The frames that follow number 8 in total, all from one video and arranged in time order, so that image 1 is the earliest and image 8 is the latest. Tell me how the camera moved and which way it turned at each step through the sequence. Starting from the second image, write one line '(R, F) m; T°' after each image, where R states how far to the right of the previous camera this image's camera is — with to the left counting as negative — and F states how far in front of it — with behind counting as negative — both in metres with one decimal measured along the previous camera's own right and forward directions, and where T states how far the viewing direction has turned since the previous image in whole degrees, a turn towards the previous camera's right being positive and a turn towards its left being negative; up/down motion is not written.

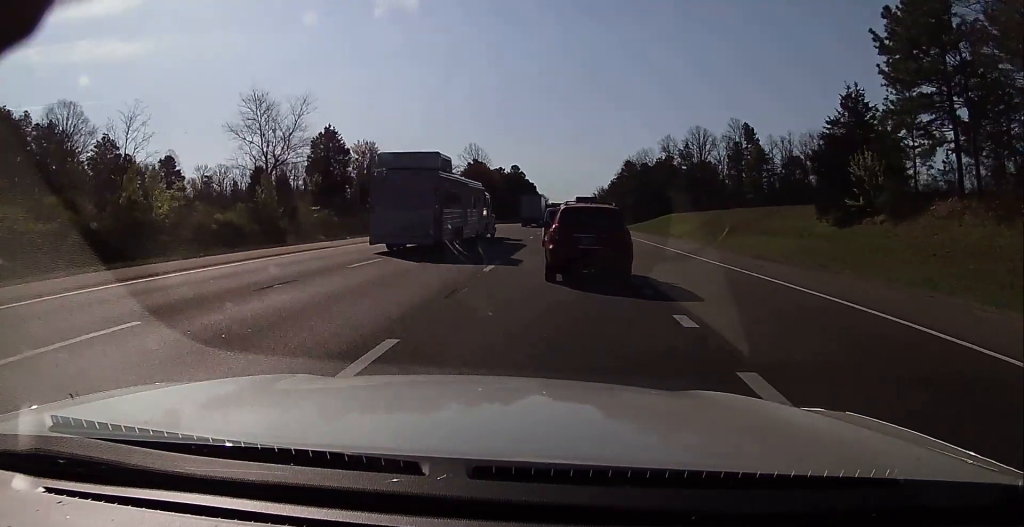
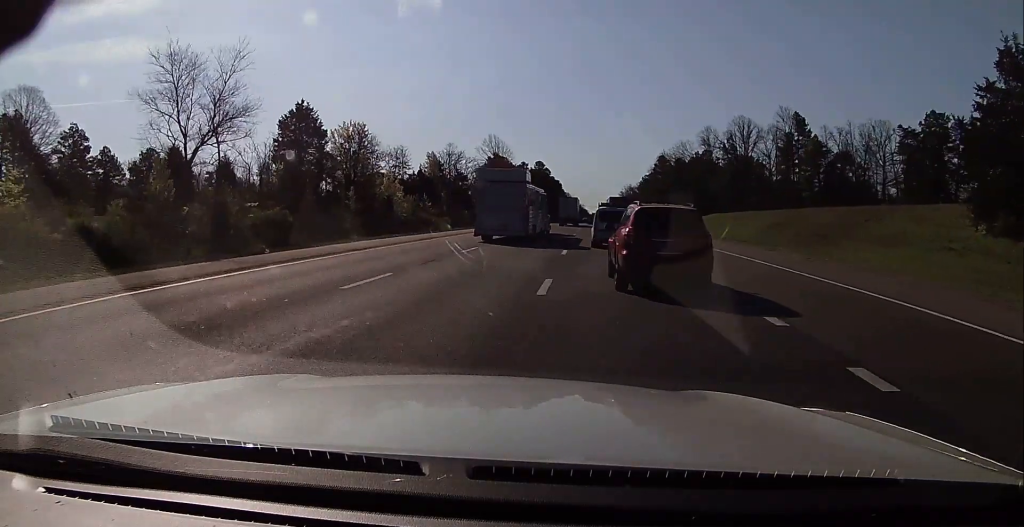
(-0.4, +16.2) m; 0°
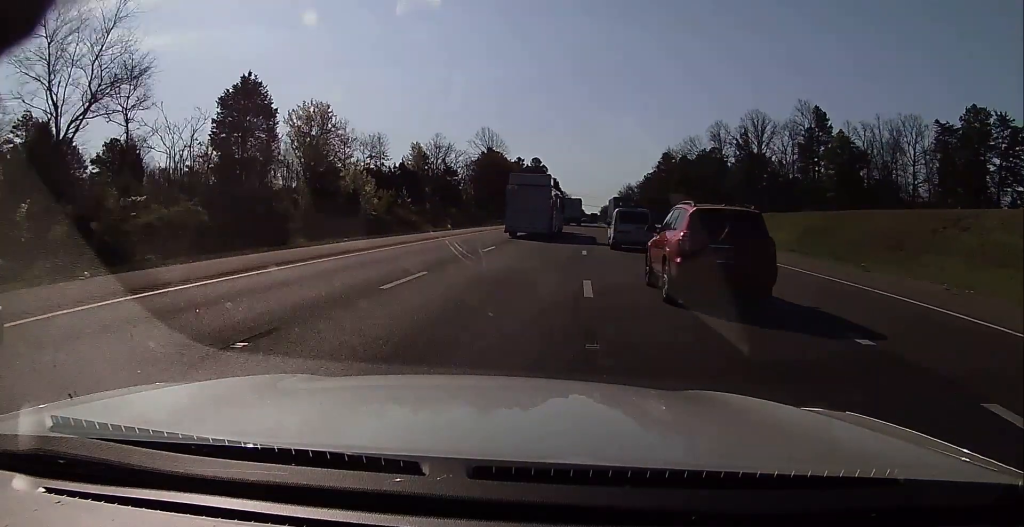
(0.0, +11.3) m; +1°
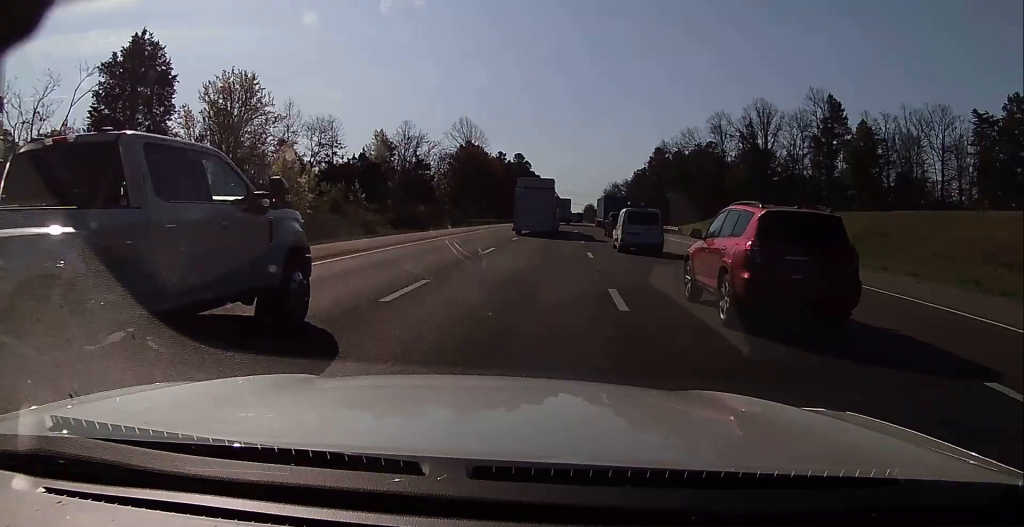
(+0.3, +12.7) m; +1°
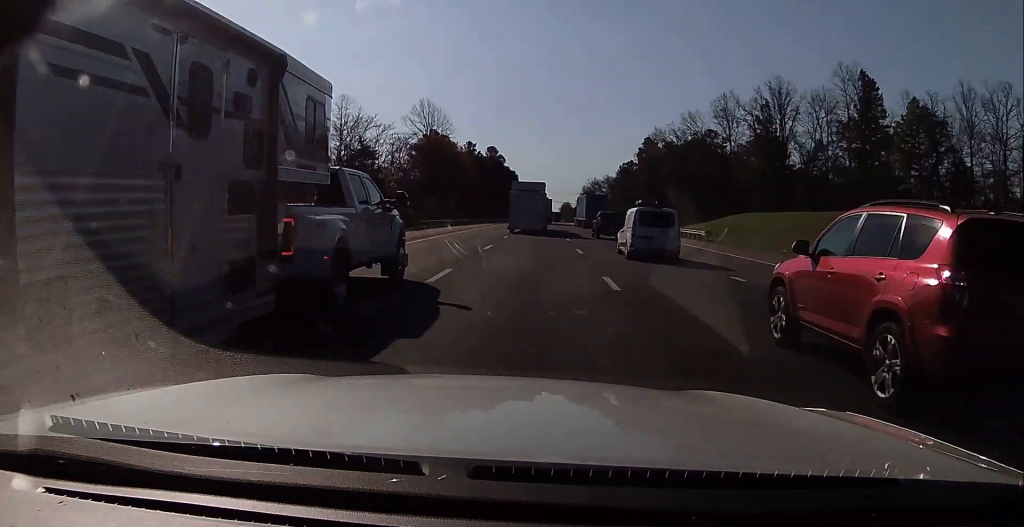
(0.0, +20.2) m; 0°
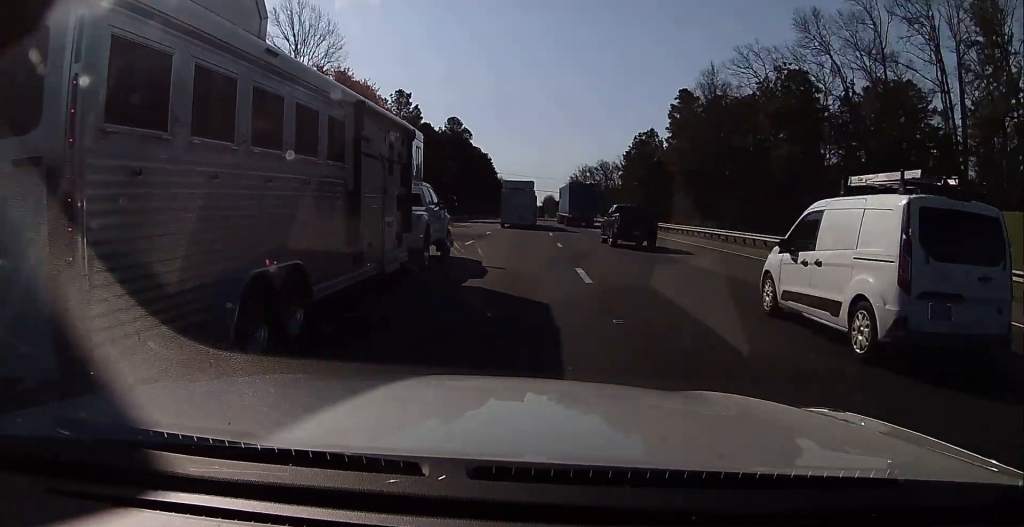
(+1.5, +56.9) m; +3°
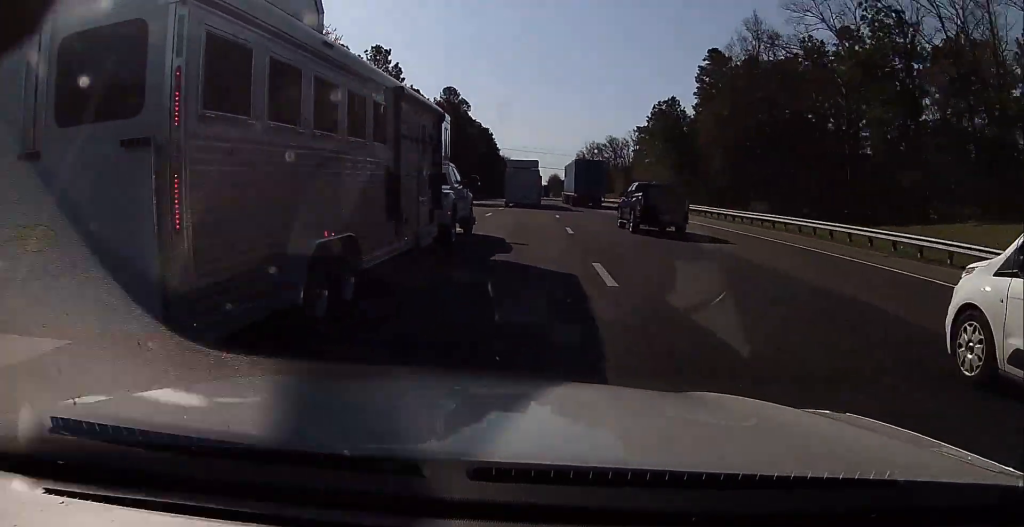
(0.0, +15.7) m; +1°
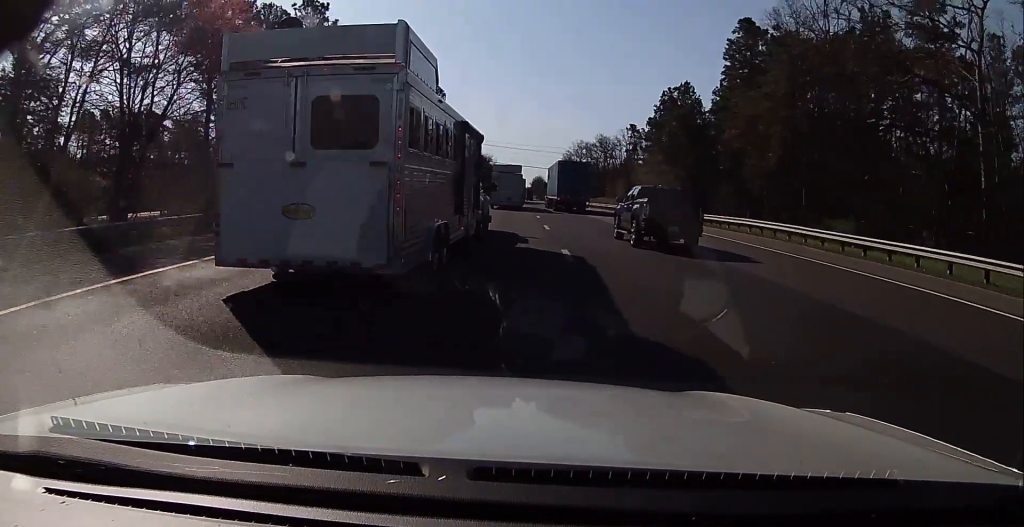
(0.0, +22.4) m; +1°
